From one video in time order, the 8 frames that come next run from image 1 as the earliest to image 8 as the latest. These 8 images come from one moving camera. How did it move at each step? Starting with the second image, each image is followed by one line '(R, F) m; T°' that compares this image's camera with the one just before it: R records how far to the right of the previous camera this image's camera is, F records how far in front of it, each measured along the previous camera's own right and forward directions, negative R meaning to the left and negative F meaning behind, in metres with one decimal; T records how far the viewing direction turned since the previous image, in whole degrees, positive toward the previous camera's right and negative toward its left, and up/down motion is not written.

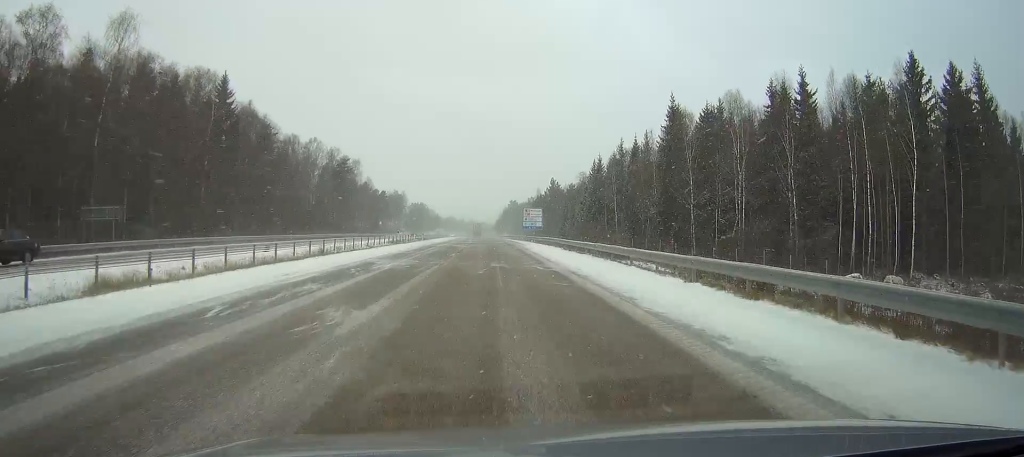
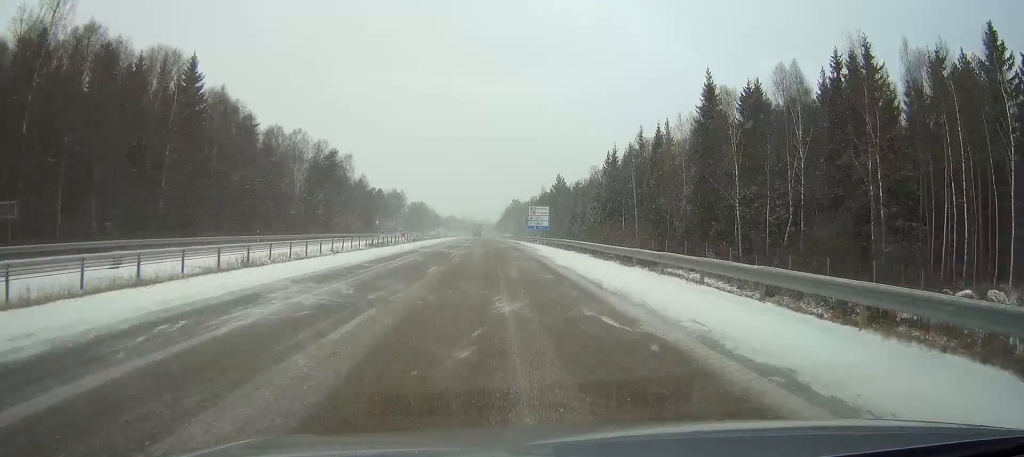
(0.0, +12.6) m; 0°
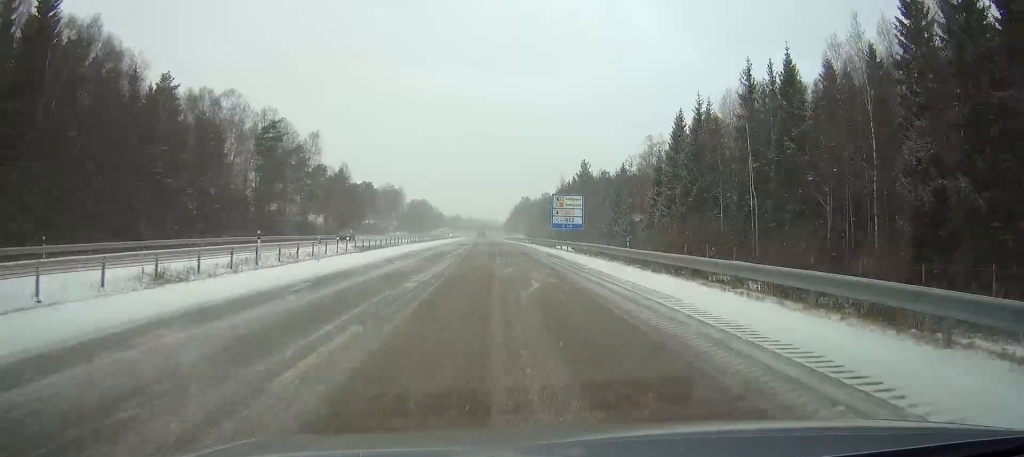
(-0.1, +37.7) m; 0°
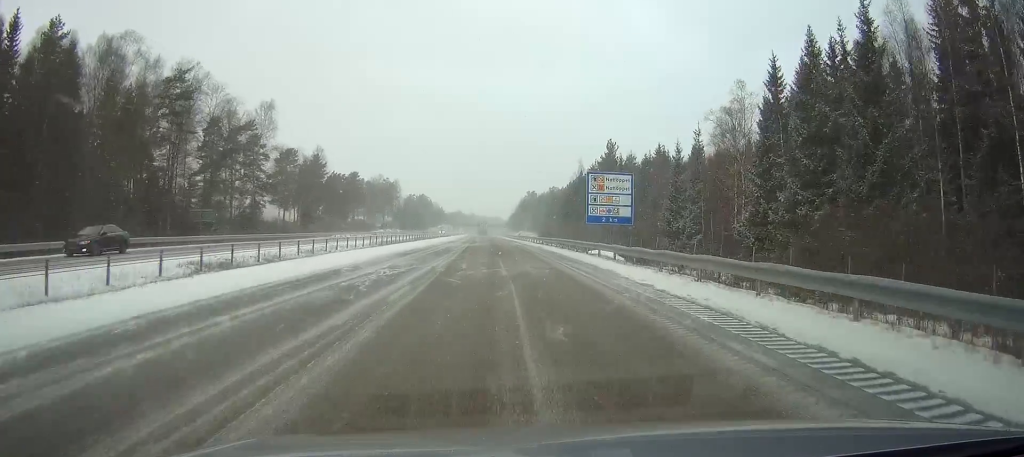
(-0.1, +29.4) m; 0°
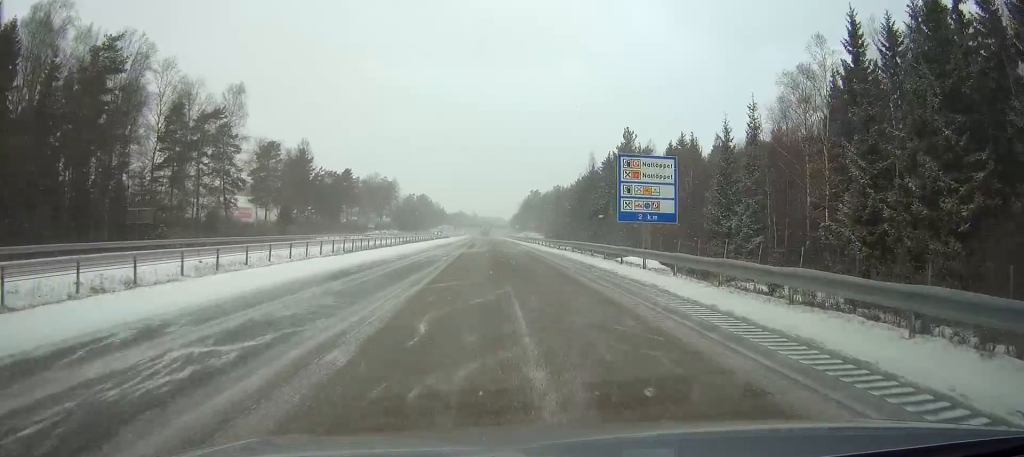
(0.0, +13.5) m; 0°
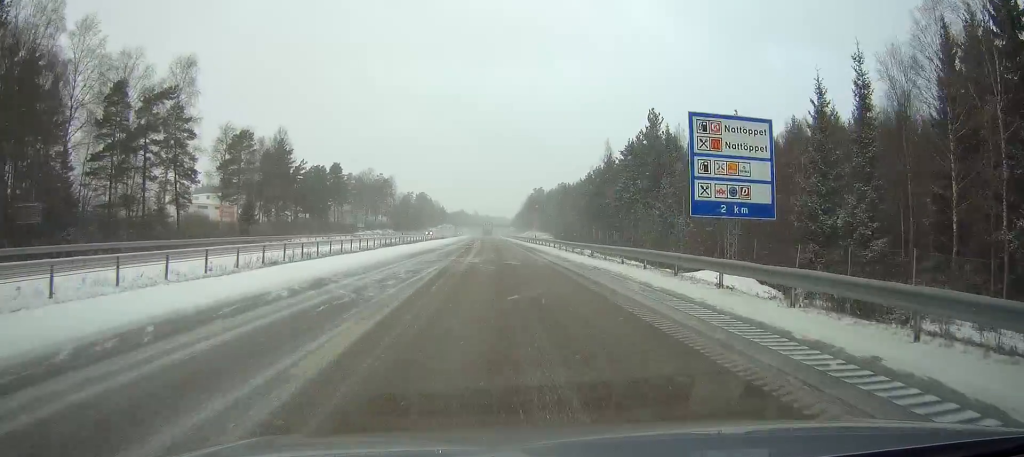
(-0.1, +16.0) m; 0°
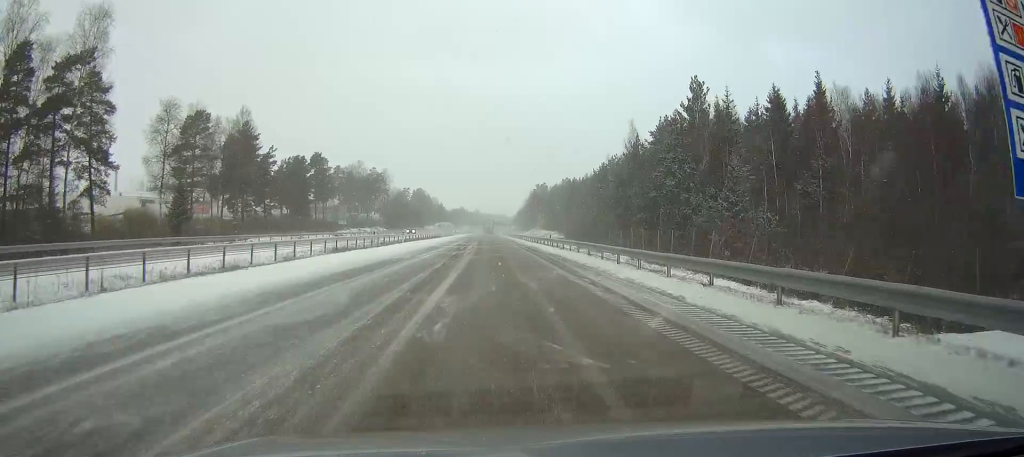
(0.0, +19.4) m; 0°
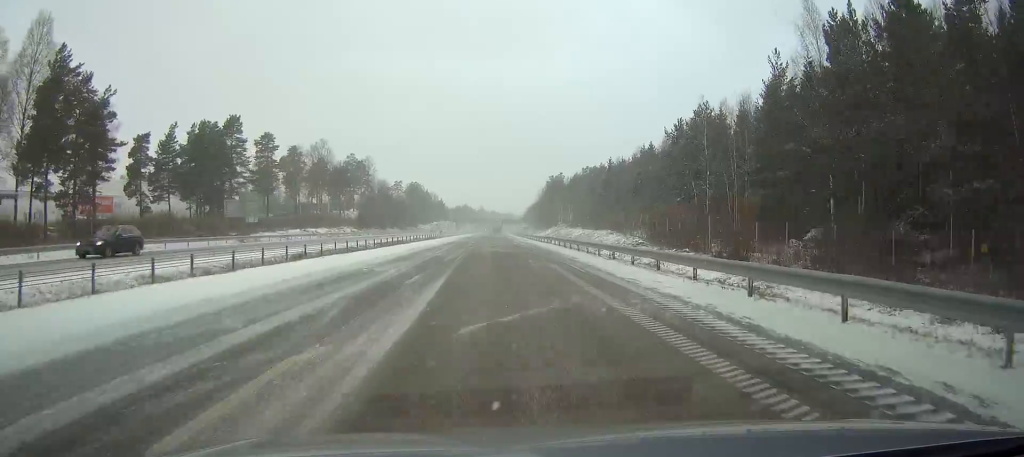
(-0.3, +54.1) m; -1°
